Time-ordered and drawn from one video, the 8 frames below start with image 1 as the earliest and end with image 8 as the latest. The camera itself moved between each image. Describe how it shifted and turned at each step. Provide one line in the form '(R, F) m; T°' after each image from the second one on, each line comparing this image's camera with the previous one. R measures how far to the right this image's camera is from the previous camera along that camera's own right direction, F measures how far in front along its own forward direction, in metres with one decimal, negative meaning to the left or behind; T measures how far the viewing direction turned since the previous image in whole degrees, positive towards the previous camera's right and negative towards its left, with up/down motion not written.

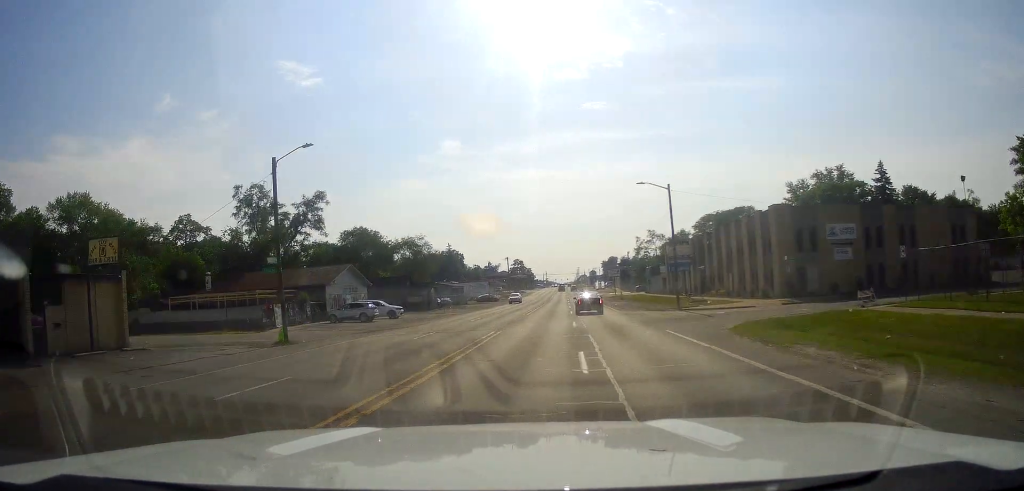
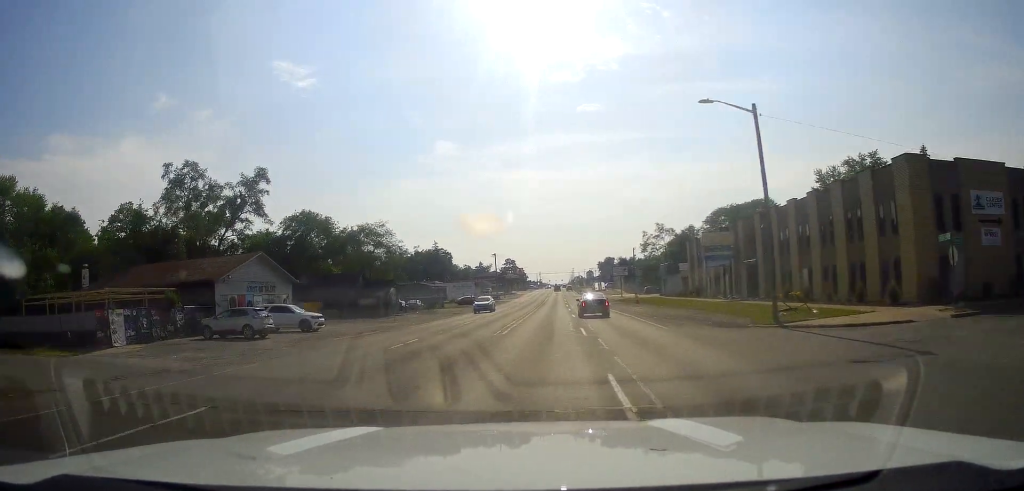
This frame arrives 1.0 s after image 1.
(-0.2, +19.5) m; +1°
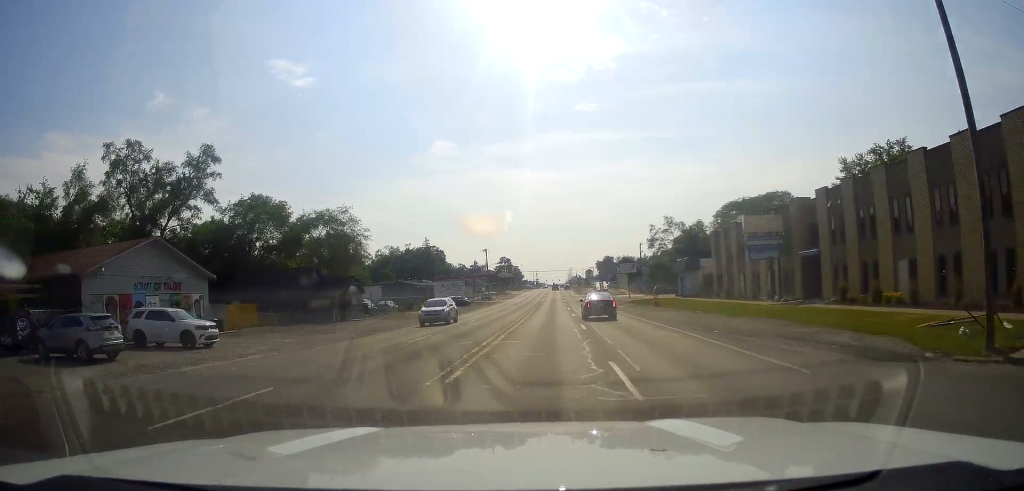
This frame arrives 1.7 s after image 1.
(+0.3, +13.1) m; +1°
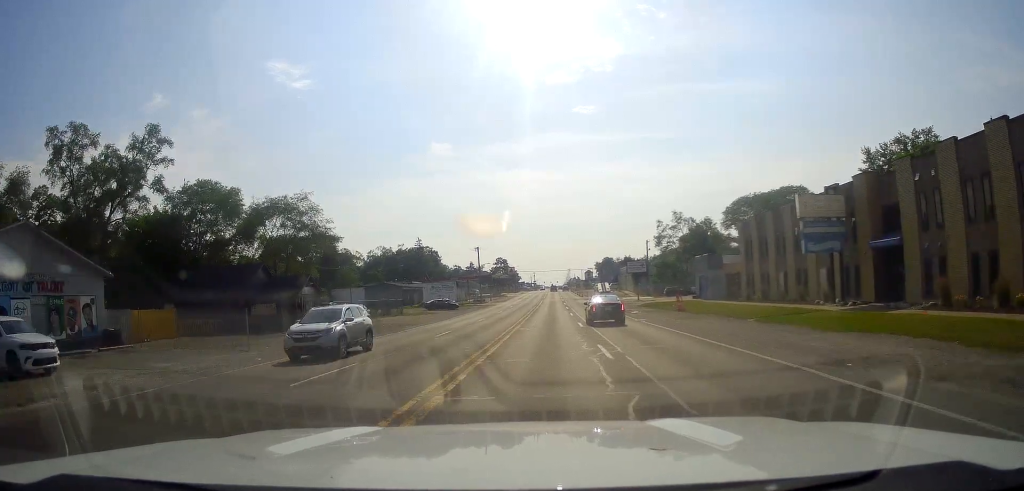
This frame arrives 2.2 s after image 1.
(0.0, +10.5) m; +1°
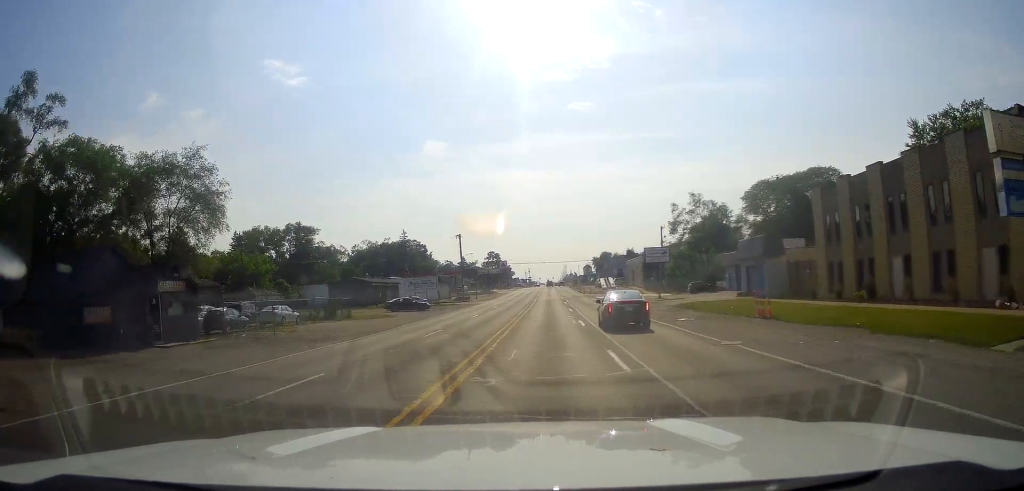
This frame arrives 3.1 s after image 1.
(+0.2, +17.7) m; +1°
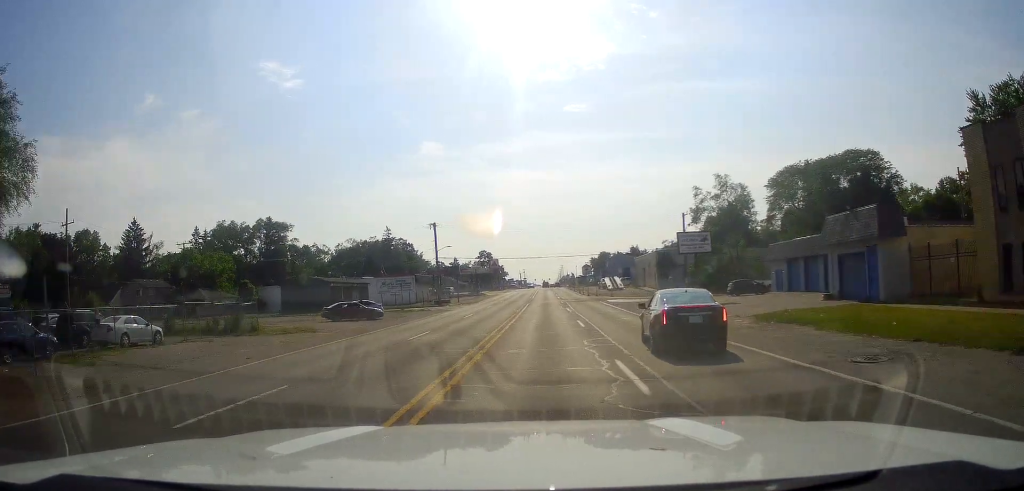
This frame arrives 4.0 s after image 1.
(+0.2, +17.6) m; 0°
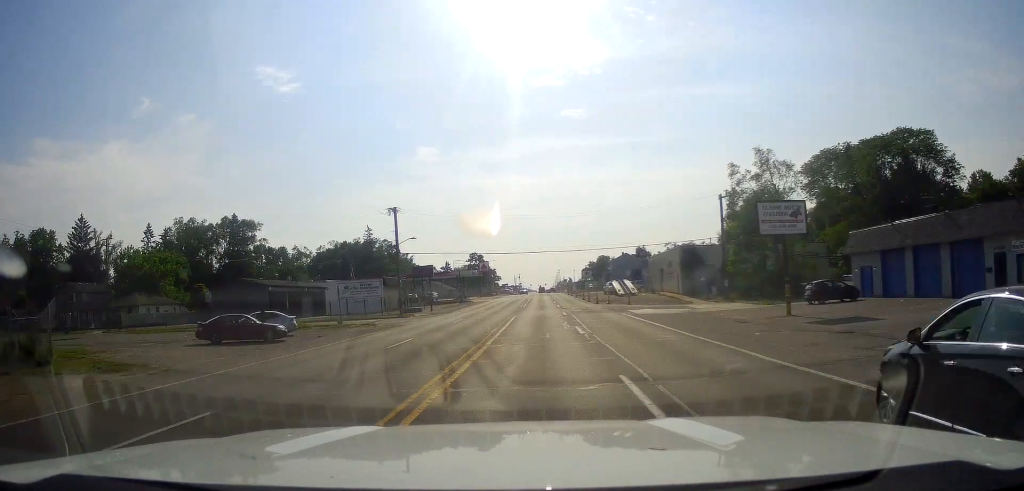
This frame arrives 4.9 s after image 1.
(-0.3, +17.9) m; -1°
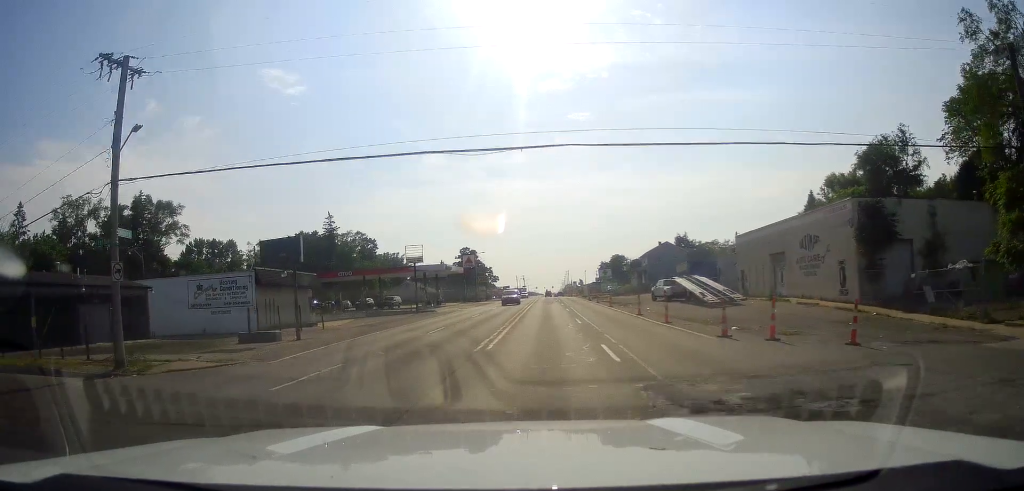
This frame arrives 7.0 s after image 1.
(0.0, +39.5) m; +1°
